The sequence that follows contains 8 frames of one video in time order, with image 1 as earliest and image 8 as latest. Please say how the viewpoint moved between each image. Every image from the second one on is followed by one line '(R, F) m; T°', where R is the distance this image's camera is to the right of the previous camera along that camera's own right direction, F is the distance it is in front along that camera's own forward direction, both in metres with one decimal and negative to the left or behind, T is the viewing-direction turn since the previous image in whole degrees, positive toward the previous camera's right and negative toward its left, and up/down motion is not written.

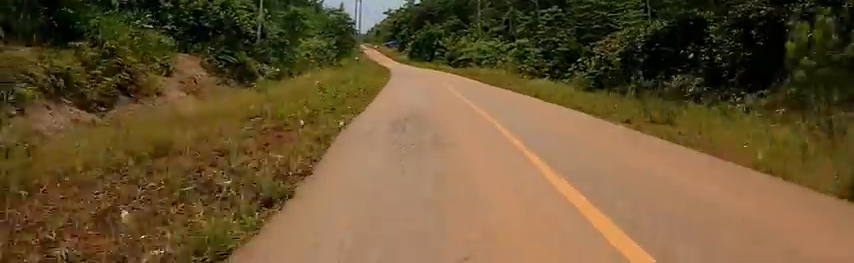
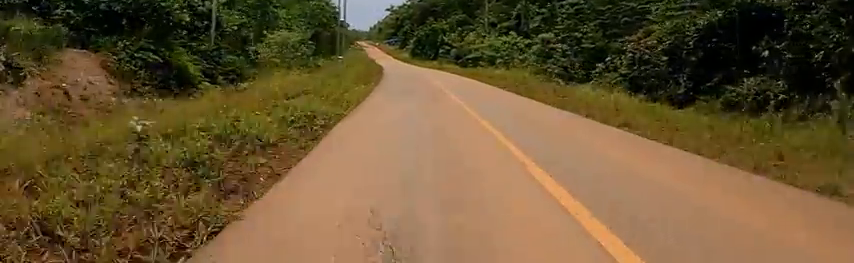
(+0.1, +7.5) m; -2°
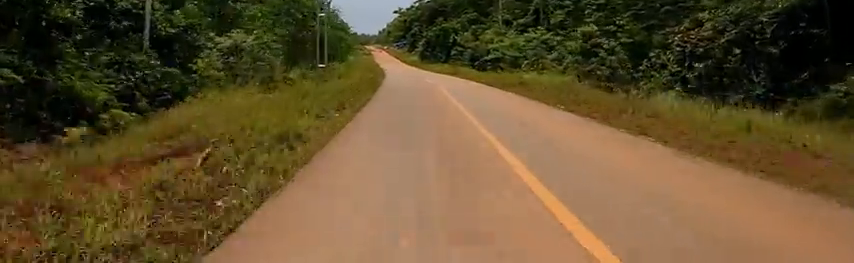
(-0.3, +7.4) m; -2°
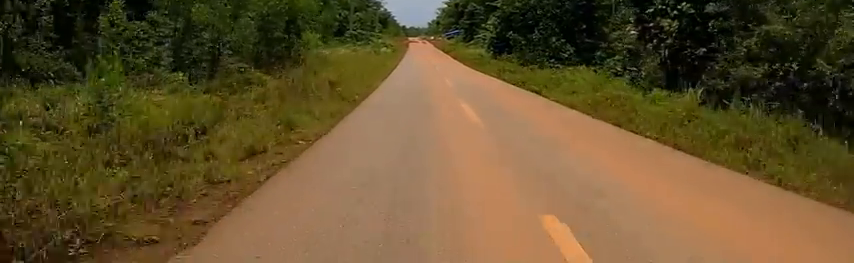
(-1.5, +42.2) m; -2°
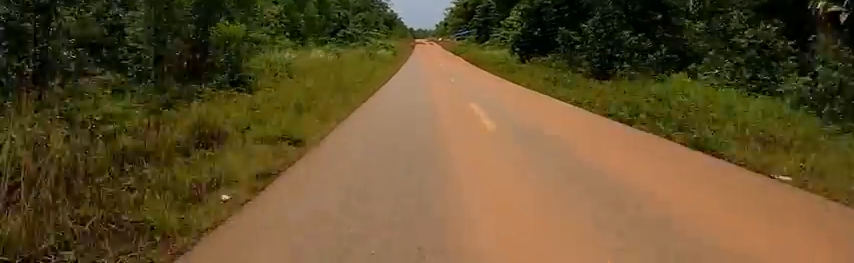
(0.0, +8.7) m; 0°
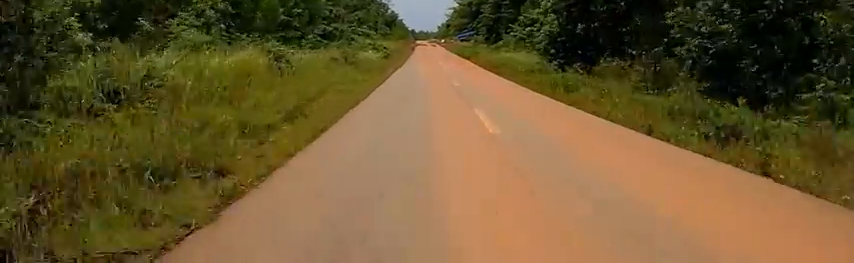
(0.0, +9.1) m; 0°
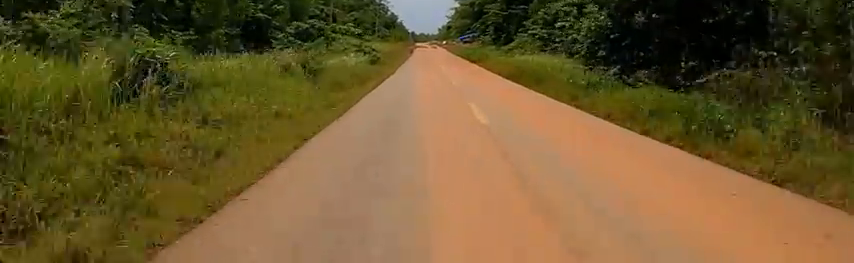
(0.0, +7.4) m; 0°
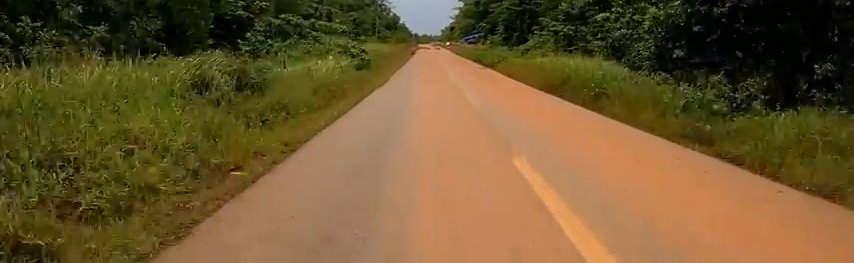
(0.0, +5.6) m; 0°
